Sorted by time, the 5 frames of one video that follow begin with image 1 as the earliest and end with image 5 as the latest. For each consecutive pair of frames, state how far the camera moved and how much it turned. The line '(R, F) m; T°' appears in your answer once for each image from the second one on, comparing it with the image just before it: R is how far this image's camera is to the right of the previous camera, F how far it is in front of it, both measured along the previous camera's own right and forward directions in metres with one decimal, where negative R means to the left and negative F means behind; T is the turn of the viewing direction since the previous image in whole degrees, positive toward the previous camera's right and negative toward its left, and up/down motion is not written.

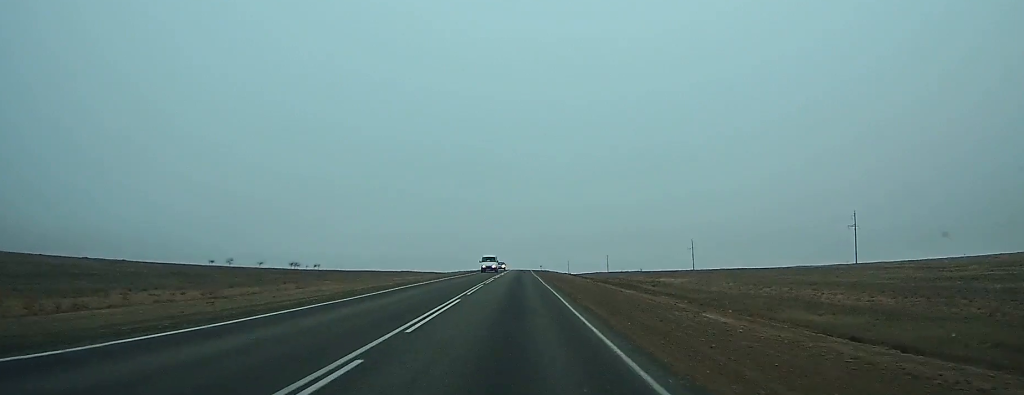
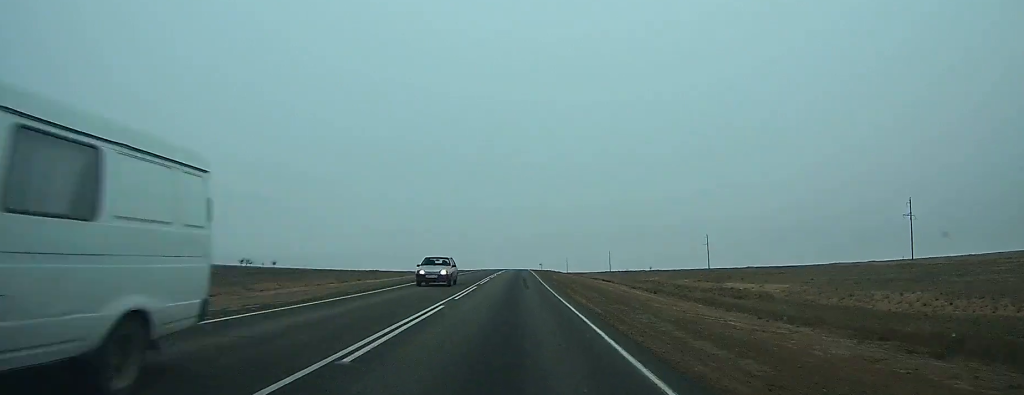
(+0.1, +40.3) m; 0°
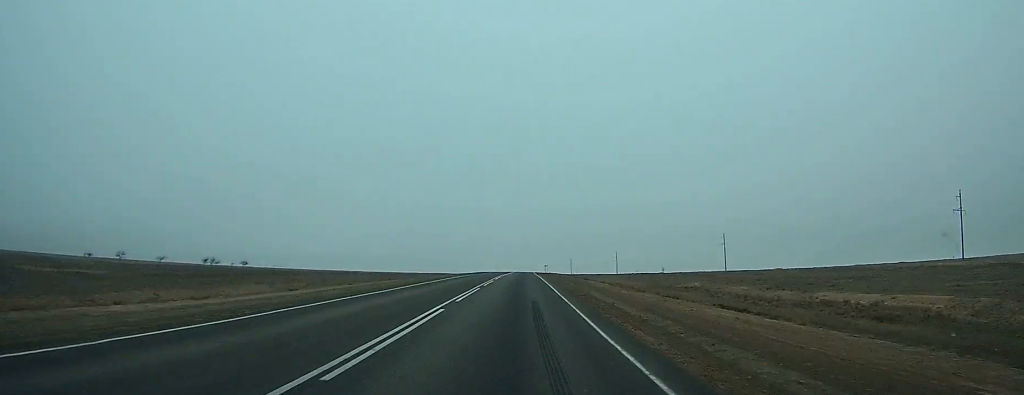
(0.0, +24.7) m; 0°
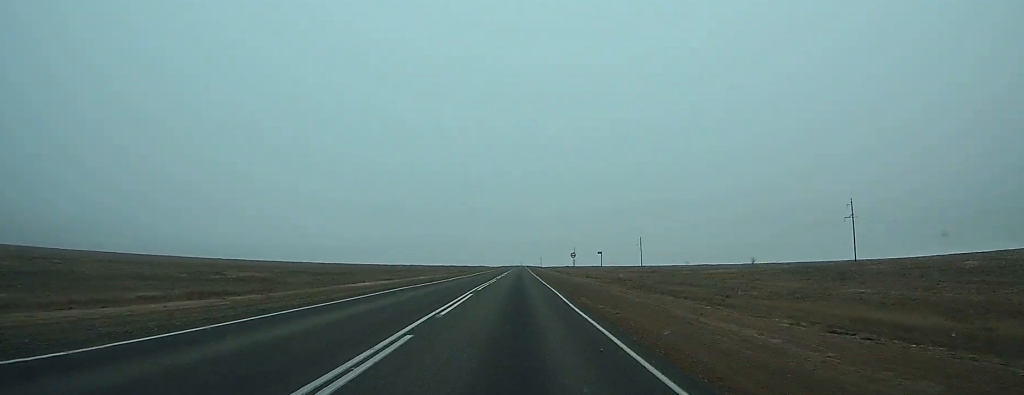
(+0.5, +142.0) m; 0°
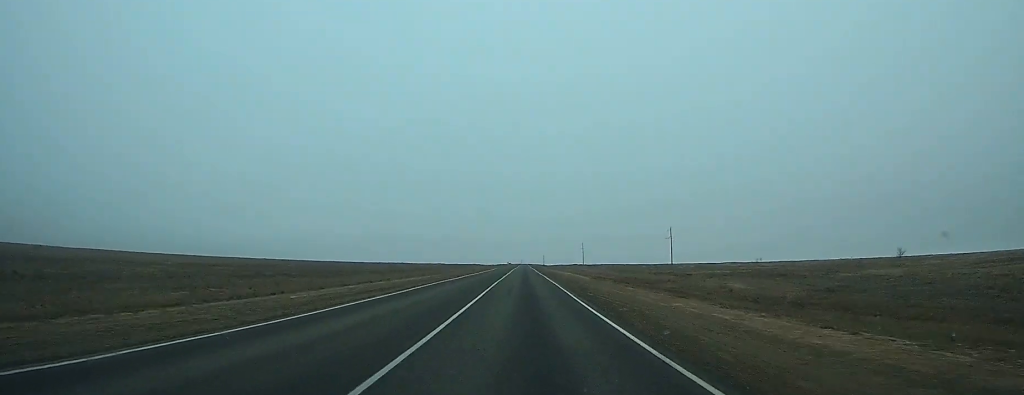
(+0.3, +82.2) m; 0°
